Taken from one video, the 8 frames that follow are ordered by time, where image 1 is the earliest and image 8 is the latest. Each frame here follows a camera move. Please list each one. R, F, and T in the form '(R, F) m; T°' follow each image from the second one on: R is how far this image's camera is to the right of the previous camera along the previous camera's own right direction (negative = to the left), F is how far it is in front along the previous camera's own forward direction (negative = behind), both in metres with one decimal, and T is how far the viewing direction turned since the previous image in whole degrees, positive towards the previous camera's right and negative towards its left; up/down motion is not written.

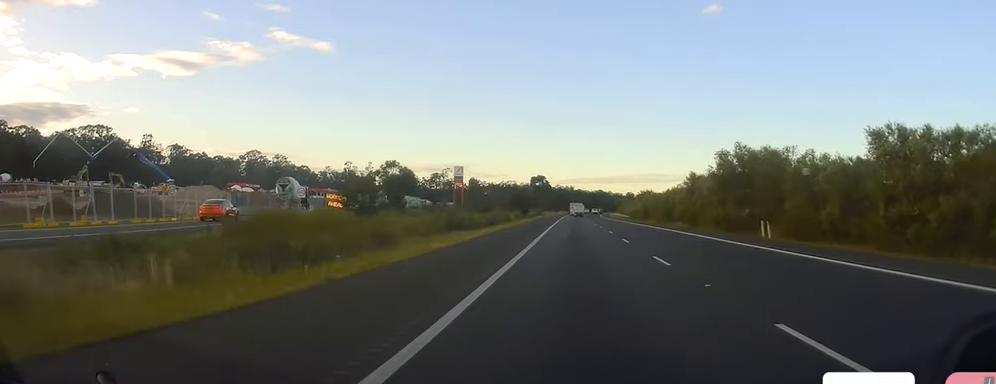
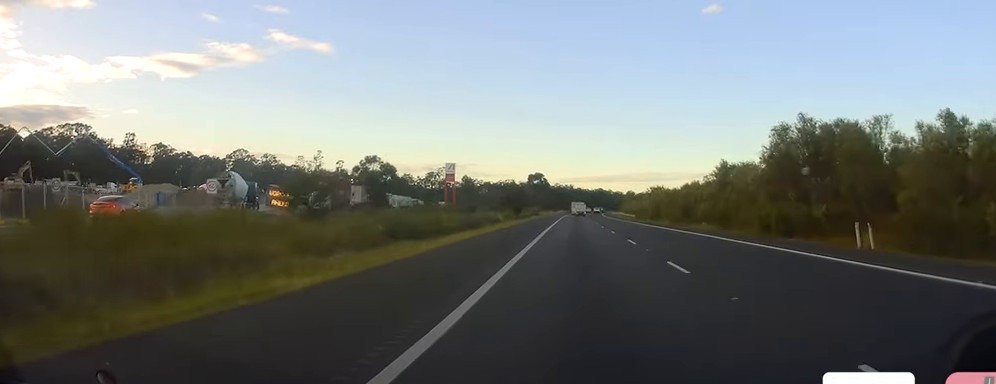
(-0.1, +14.4) m; 0°
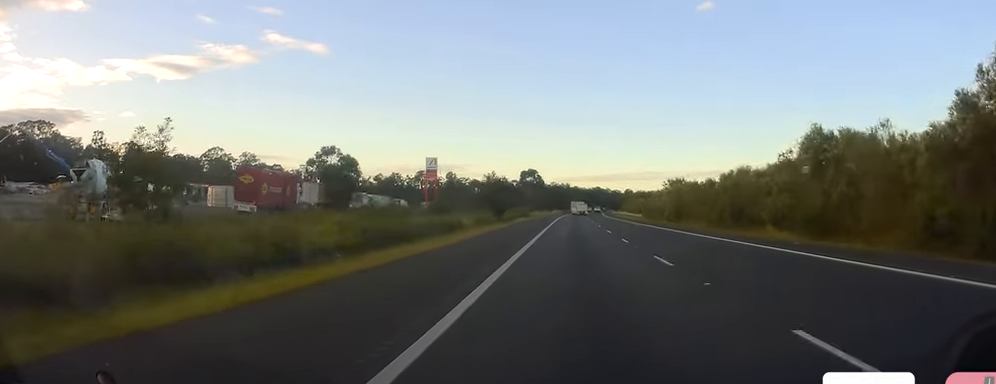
(-0.3, +22.0) m; +1°
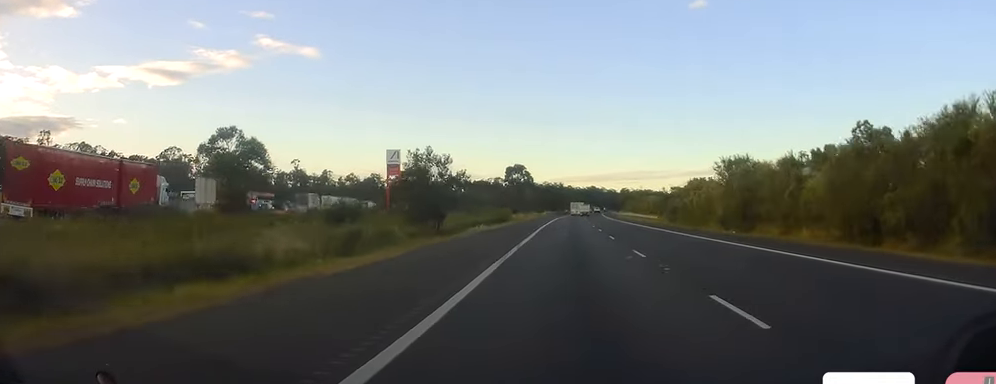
(+1.1, +32.6) m; 0°
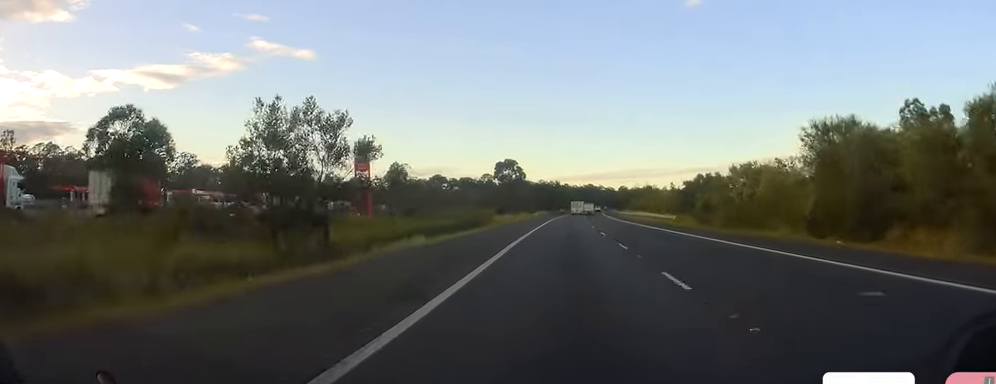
(-0.9, +20.1) m; -1°
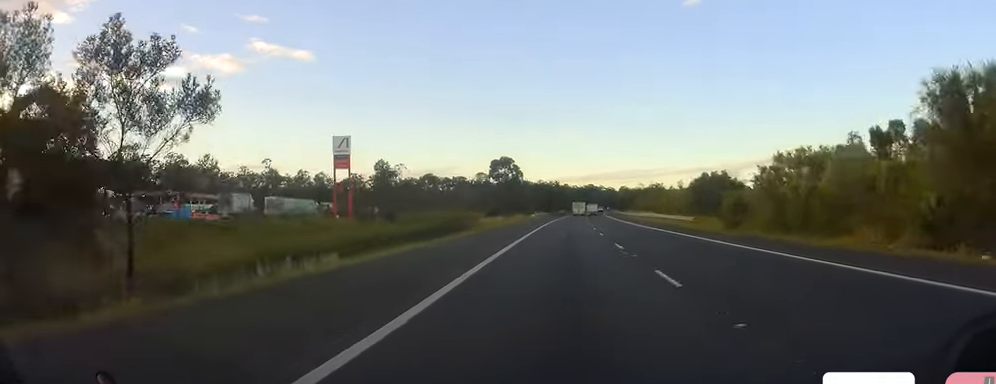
(+0.1, +11.5) m; +1°
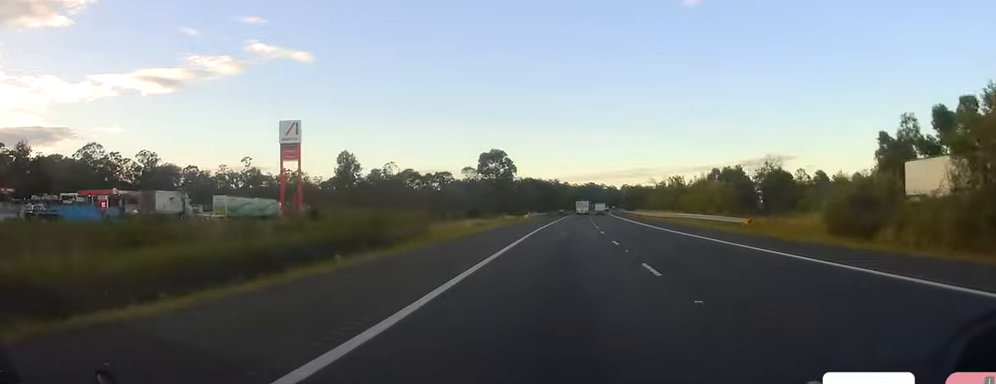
(+0.2, +22.1) m; +2°
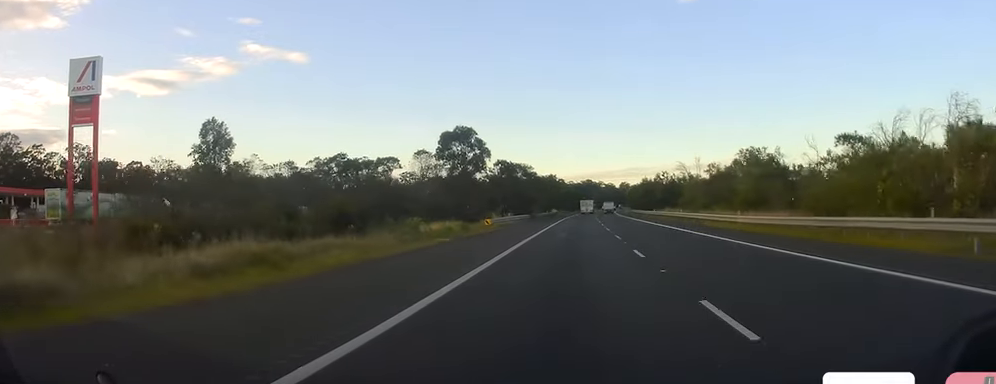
(+0.5, +43.0) m; 0°
